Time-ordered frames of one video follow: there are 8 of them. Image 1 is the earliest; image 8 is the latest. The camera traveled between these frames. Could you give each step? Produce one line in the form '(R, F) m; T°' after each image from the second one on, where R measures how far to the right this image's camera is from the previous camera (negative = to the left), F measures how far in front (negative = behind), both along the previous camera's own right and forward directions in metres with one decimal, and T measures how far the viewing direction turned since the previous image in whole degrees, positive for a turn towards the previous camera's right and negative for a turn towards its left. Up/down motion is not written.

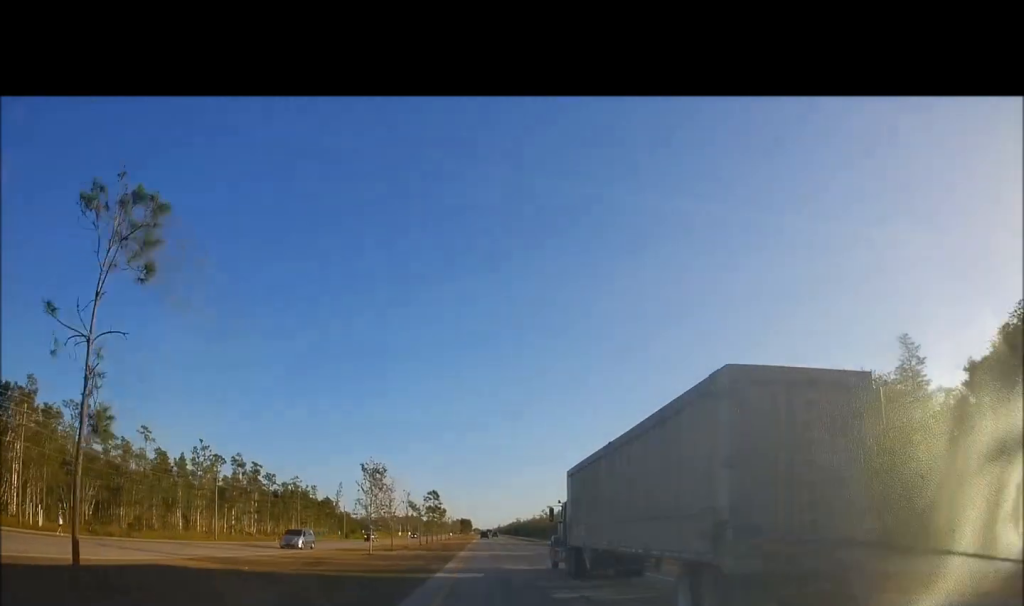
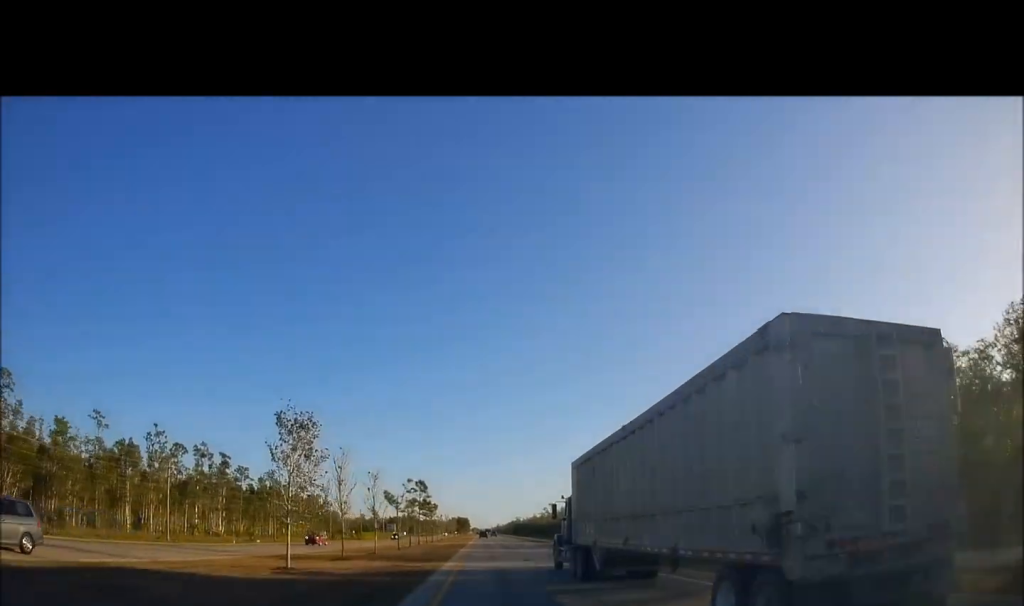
(0.0, +16.9) m; +1°
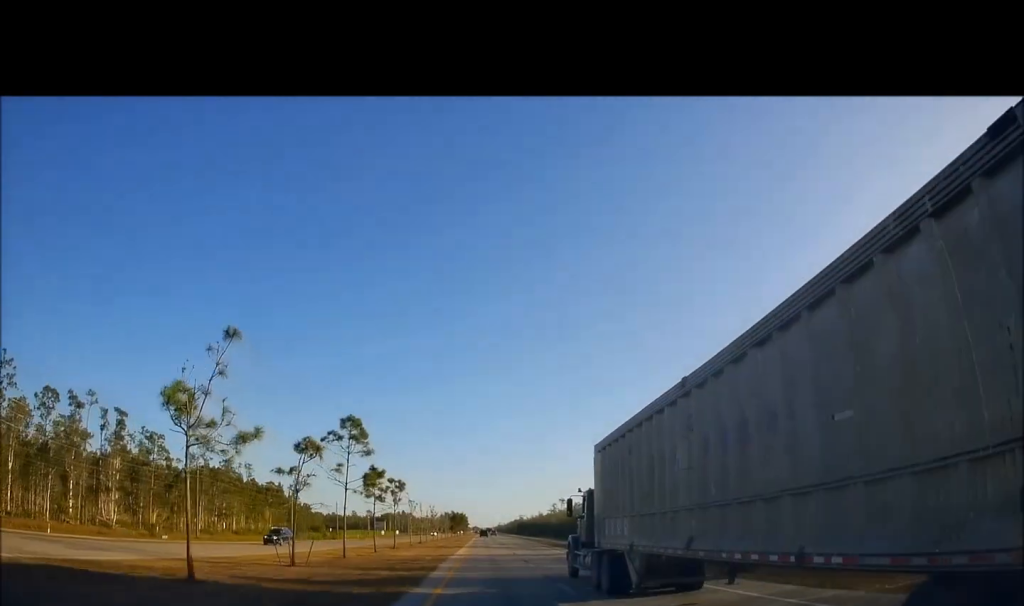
(+0.1, +38.1) m; -1°
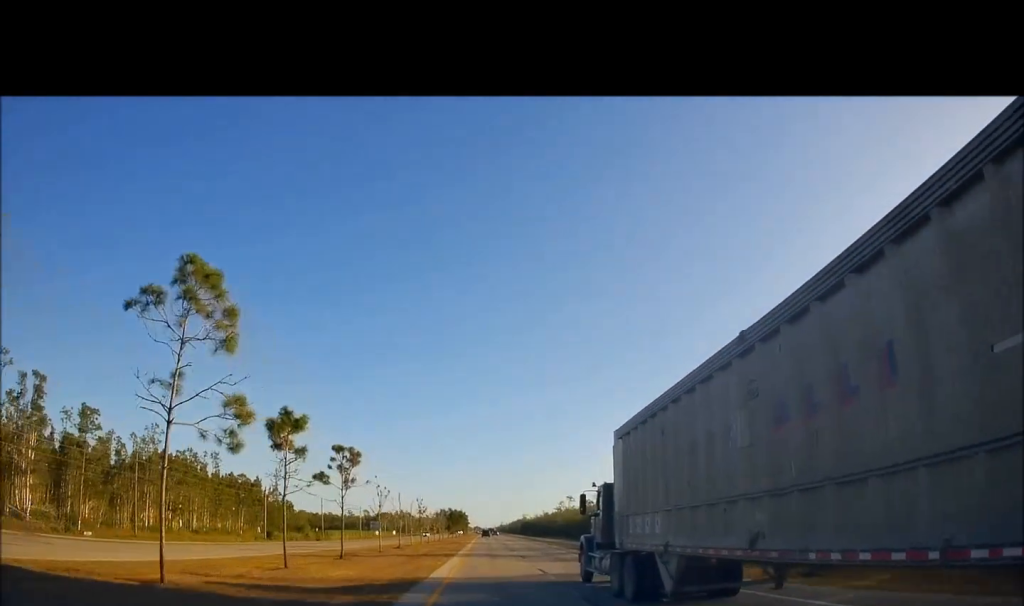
(-0.1, +19.4) m; -1°
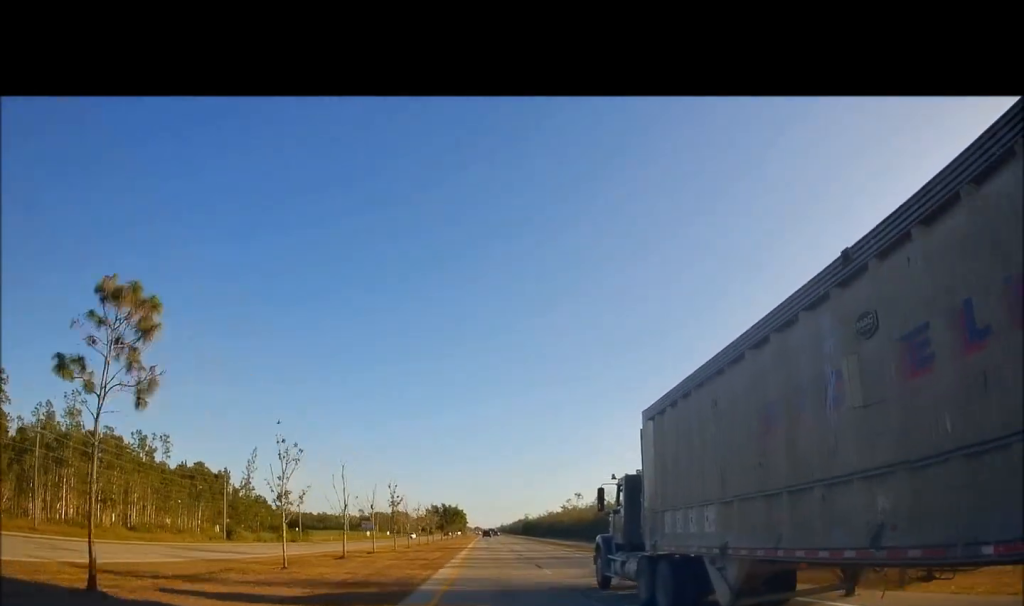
(-0.3, +21.1) m; 0°
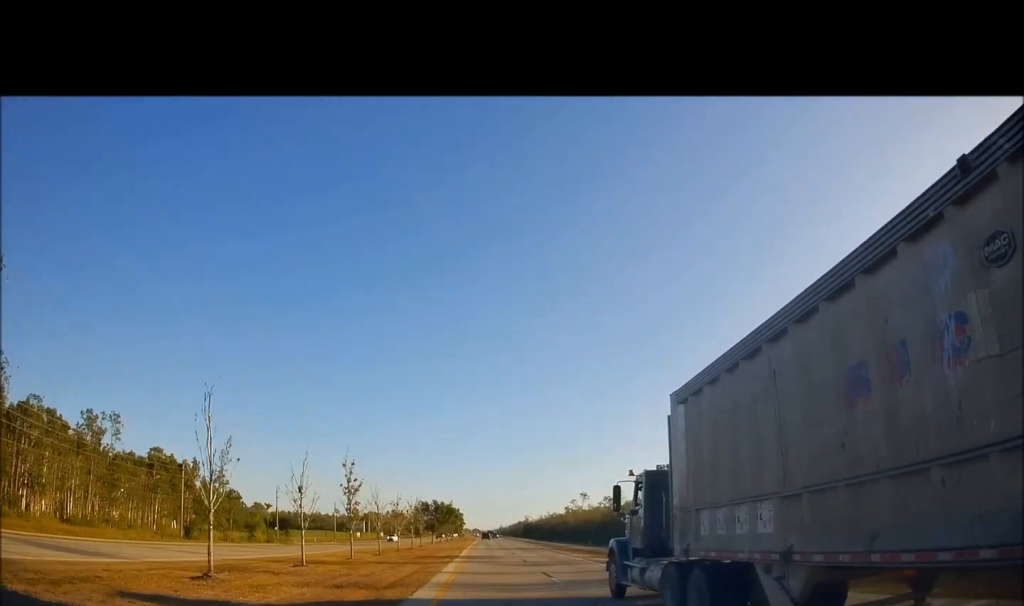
(+0.2, +15.8) m; +1°
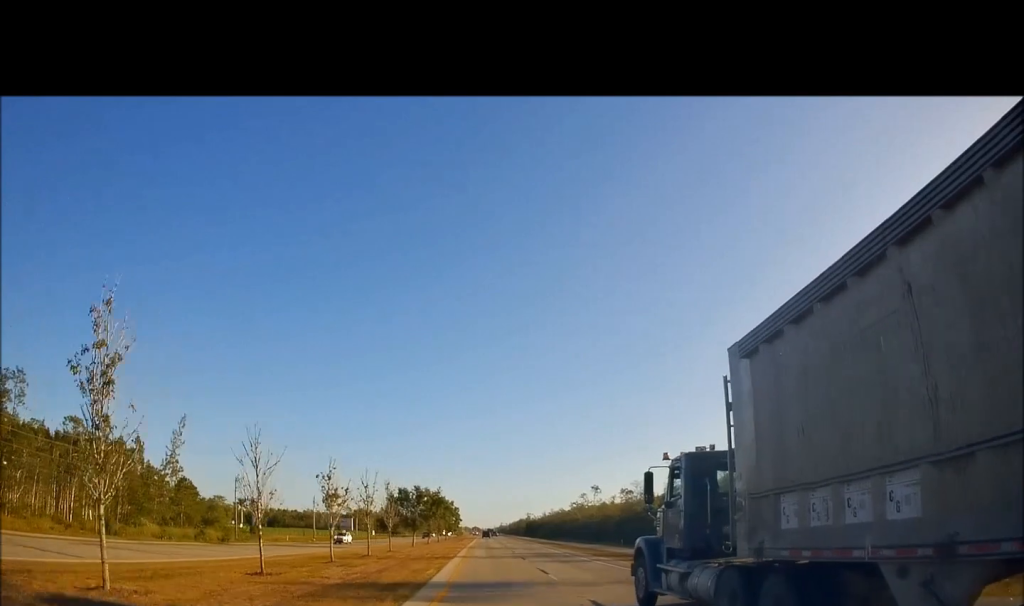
(+0.2, +22.9) m; +1°
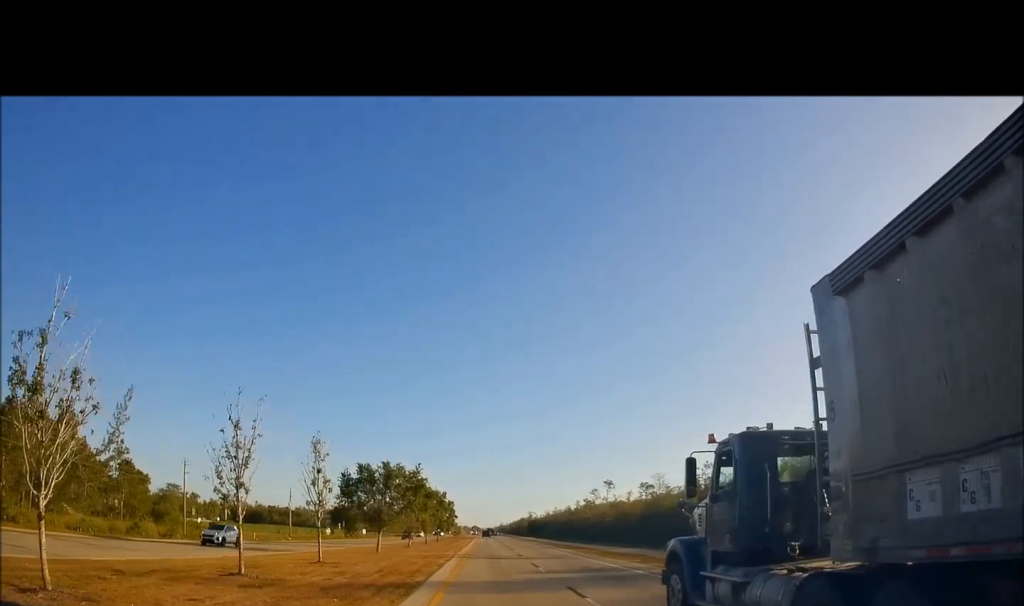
(+0.1, +20.2) m; 0°
